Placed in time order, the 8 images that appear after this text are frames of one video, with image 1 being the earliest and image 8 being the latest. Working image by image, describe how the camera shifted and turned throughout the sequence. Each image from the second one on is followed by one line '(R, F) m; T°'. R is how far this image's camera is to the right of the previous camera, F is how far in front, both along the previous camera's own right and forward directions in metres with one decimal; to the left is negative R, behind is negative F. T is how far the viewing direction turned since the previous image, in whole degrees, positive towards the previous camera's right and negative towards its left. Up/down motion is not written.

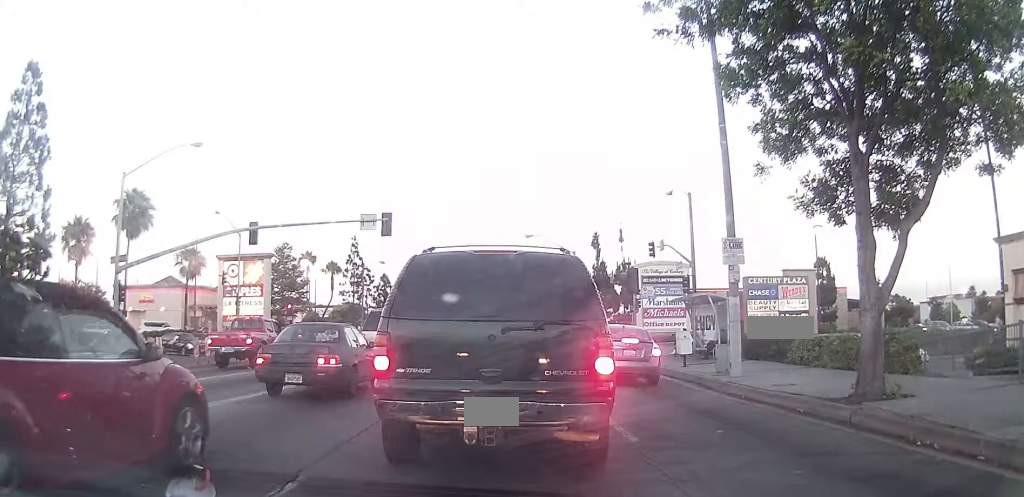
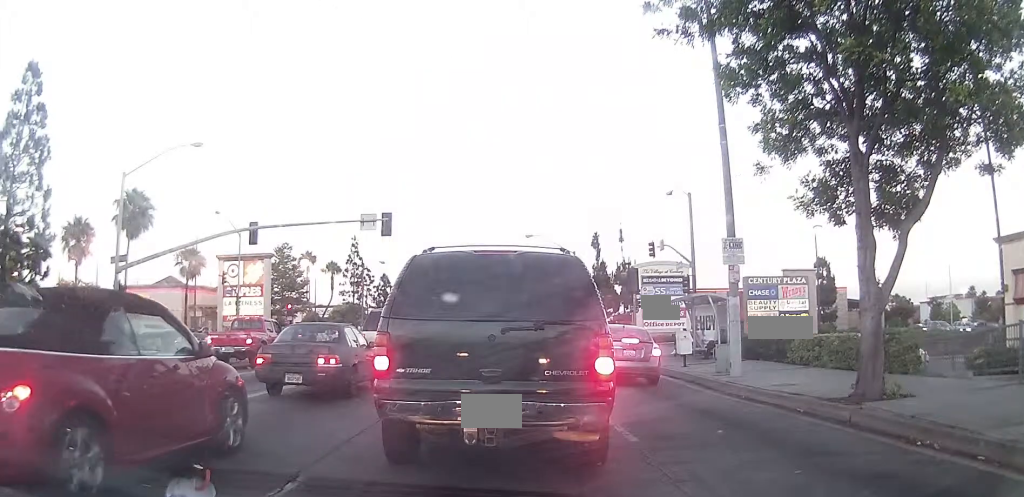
(0.0, 0.0) m; 0°
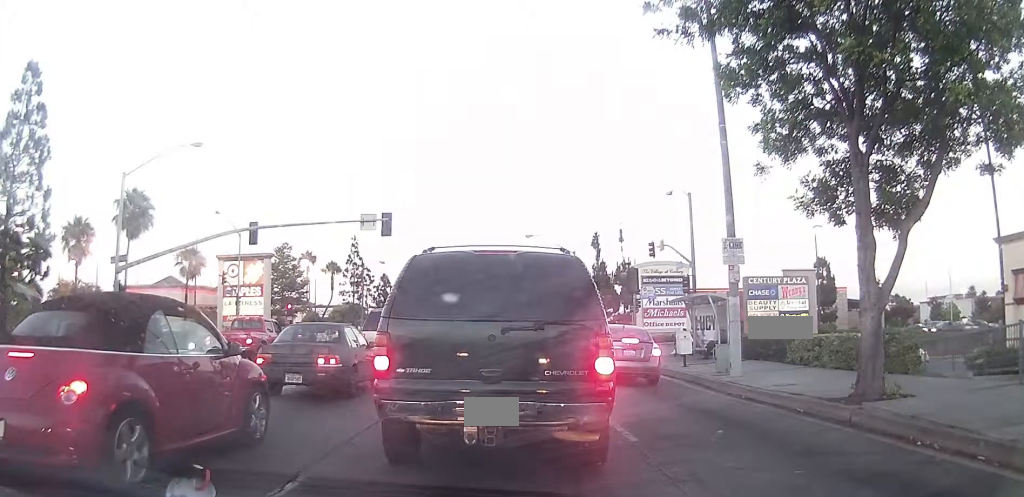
(0.0, 0.0) m; 0°
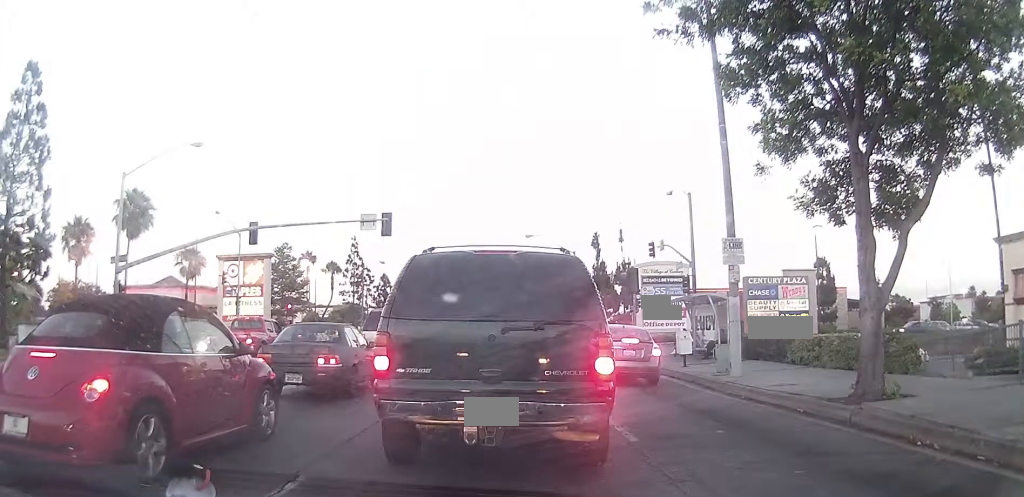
(0.0, 0.0) m; 0°
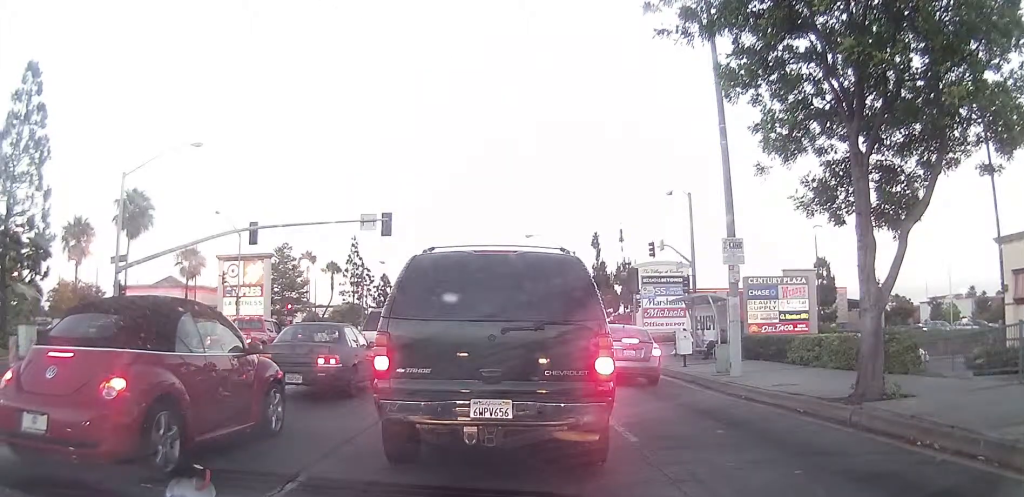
(0.0, 0.0) m; 0°
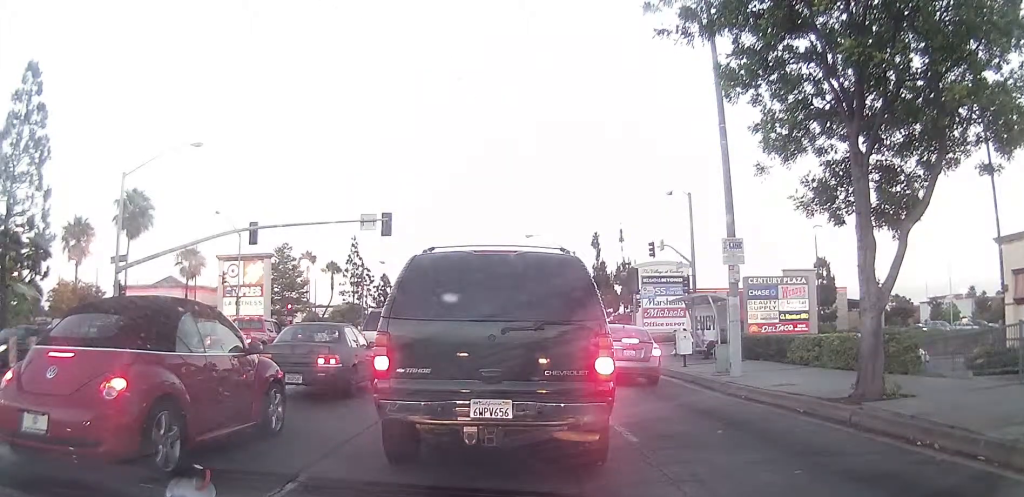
(0.0, 0.0) m; 0°
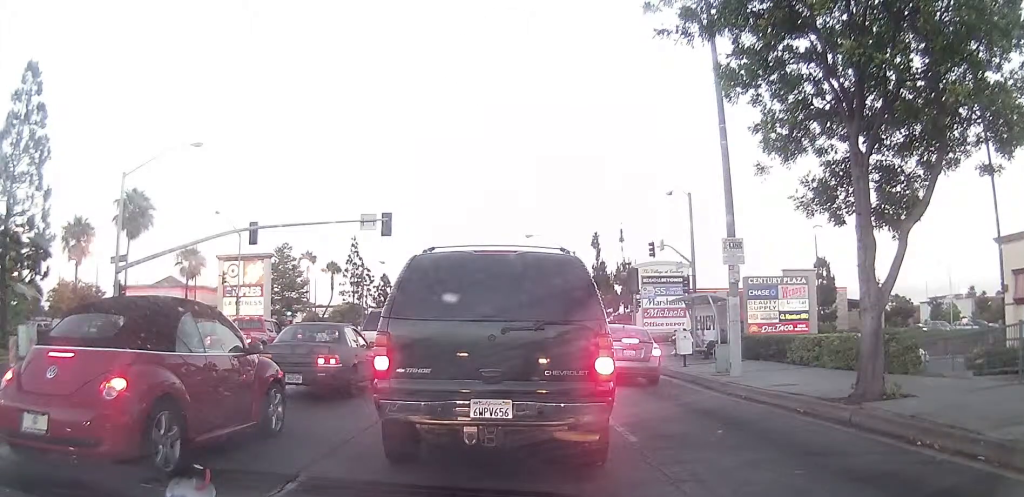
(0.0, 0.0) m; 0°
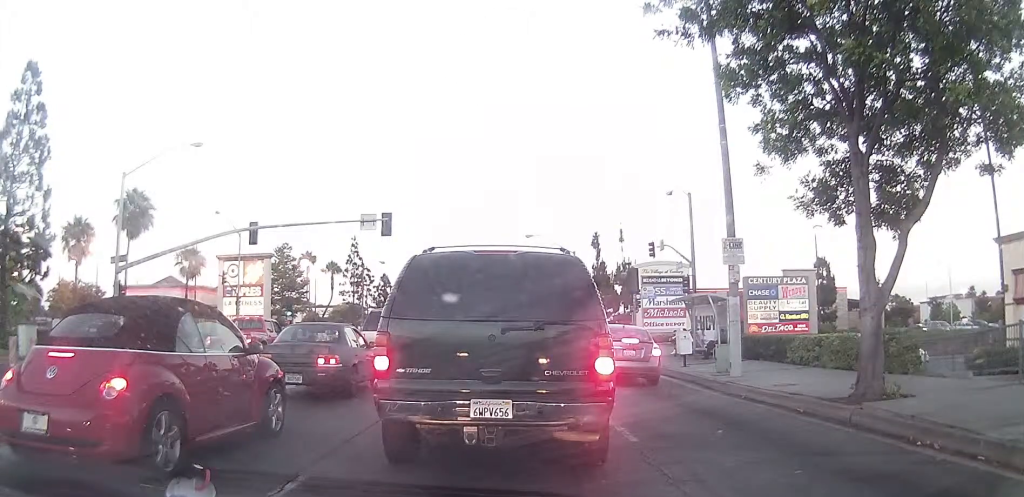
(0.0, 0.0) m; 0°
